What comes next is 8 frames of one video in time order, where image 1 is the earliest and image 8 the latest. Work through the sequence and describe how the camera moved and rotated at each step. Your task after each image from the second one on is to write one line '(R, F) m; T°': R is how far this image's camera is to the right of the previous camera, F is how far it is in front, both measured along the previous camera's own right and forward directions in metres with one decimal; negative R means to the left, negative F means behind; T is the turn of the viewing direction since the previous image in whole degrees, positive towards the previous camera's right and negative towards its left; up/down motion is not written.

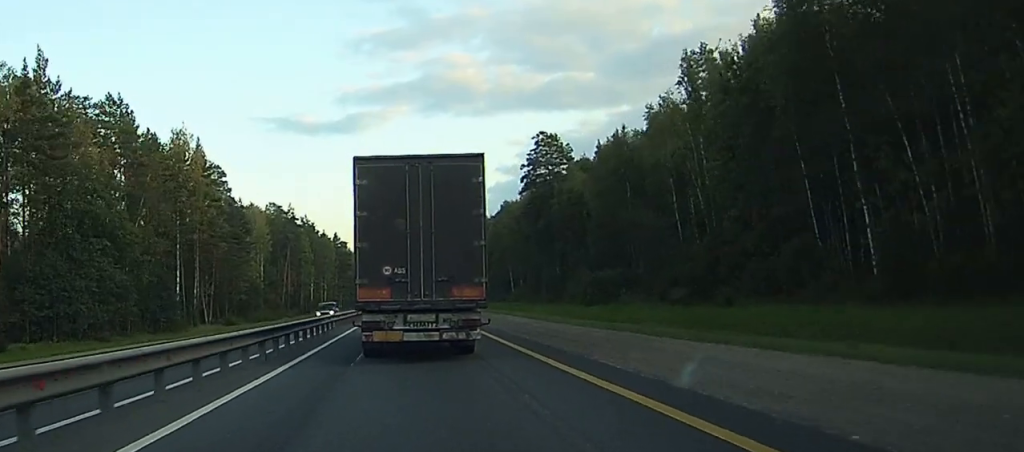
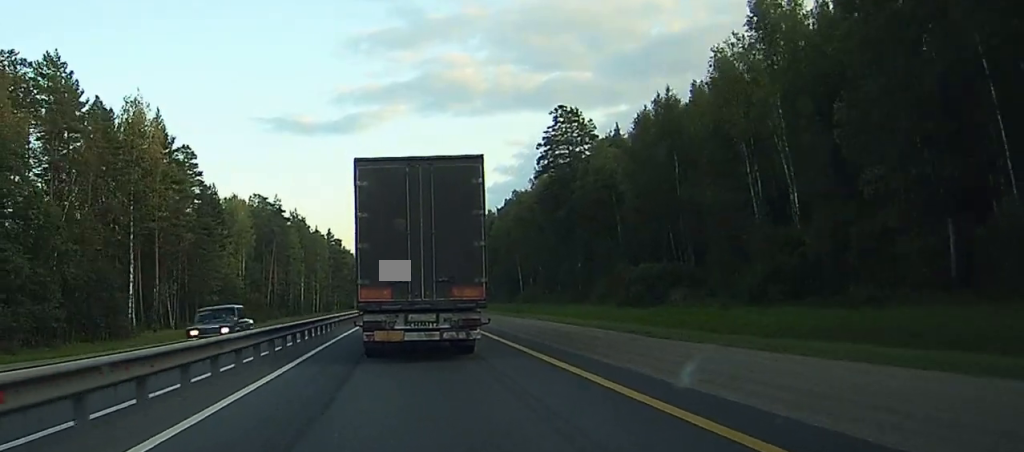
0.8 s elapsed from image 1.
(0.0, +14.0) m; 0°
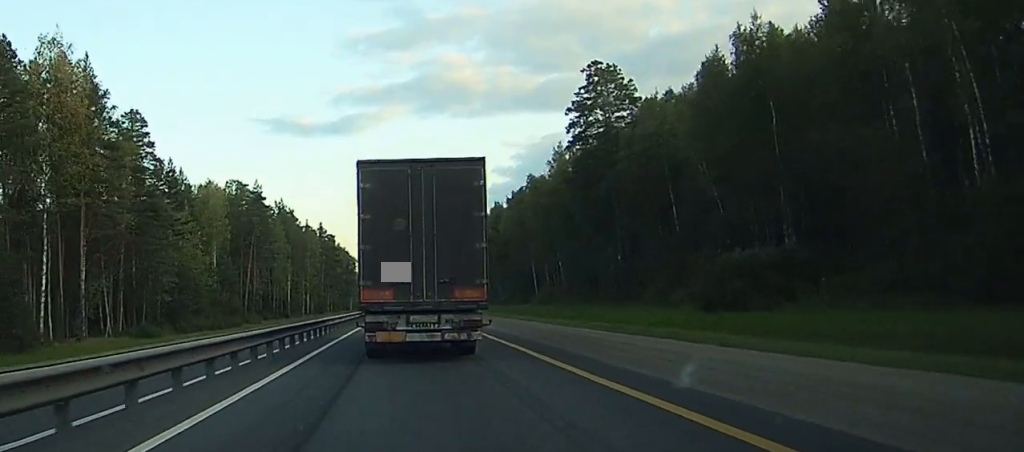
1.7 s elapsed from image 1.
(-0.2, +19.8) m; 0°
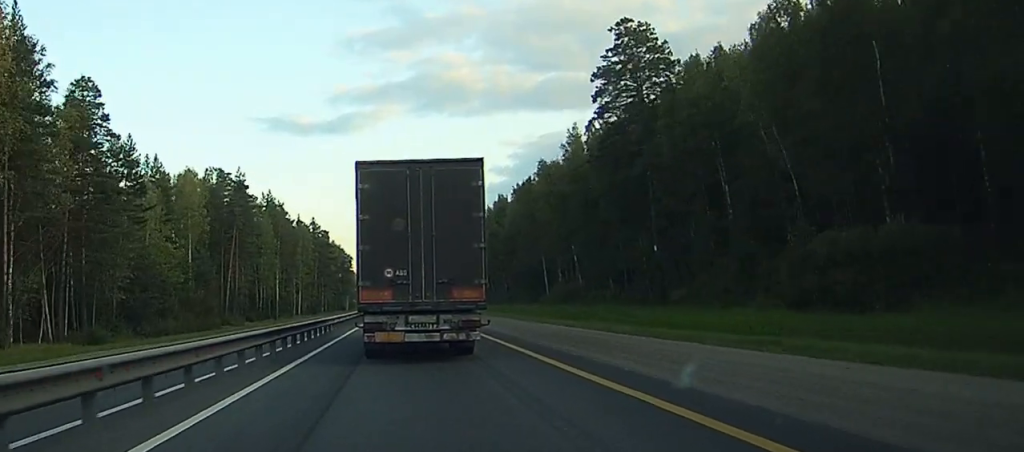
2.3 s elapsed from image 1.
(+0.1, +14.4) m; +1°
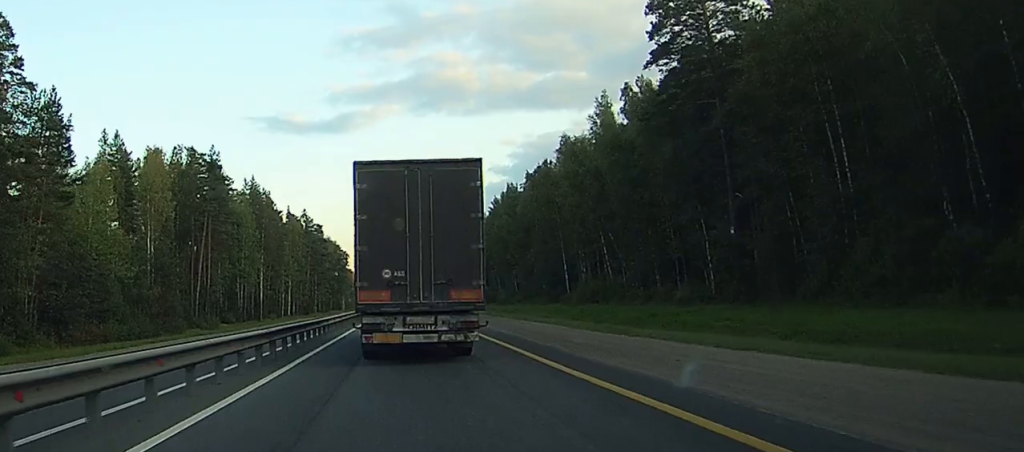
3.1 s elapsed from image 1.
(+0.1, +20.4) m; +1°
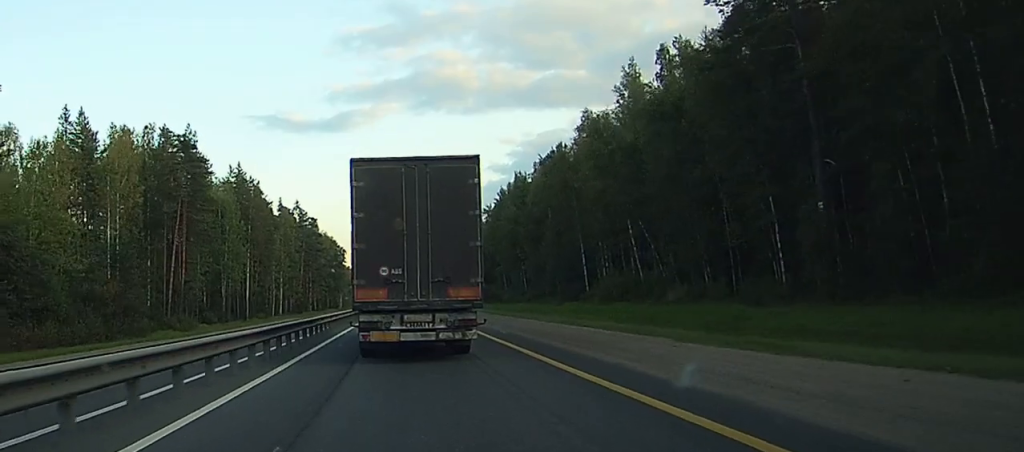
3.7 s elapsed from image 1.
(+0.1, +15.3) m; 0°
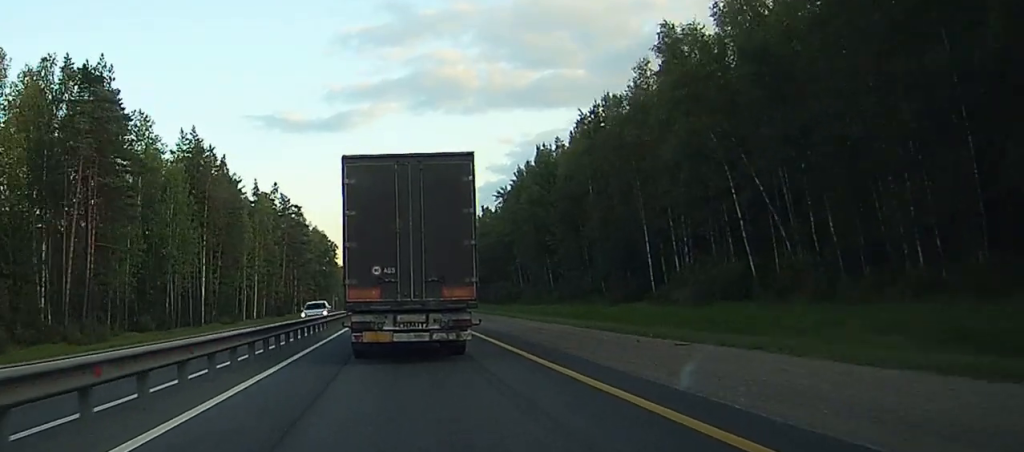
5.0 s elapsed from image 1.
(-0.1, +36.8) m; -1°
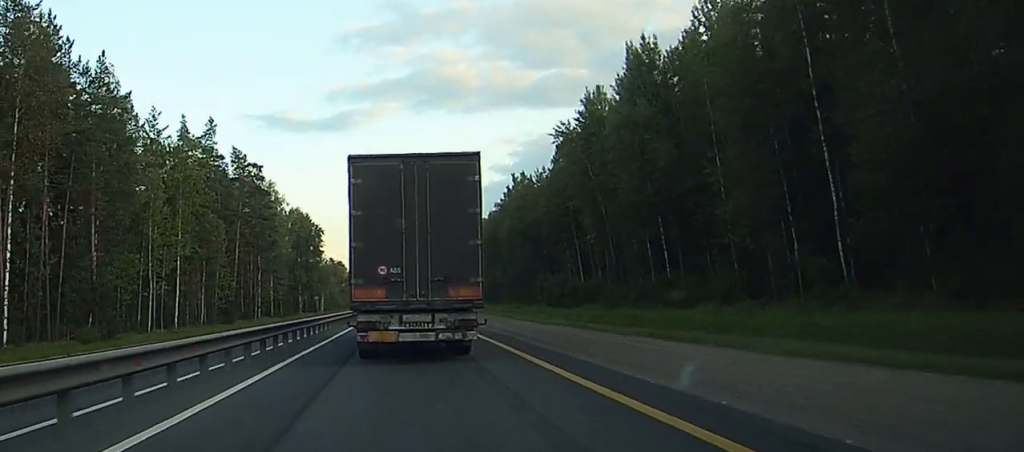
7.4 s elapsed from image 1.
(-0.1, +55.9) m; 0°
